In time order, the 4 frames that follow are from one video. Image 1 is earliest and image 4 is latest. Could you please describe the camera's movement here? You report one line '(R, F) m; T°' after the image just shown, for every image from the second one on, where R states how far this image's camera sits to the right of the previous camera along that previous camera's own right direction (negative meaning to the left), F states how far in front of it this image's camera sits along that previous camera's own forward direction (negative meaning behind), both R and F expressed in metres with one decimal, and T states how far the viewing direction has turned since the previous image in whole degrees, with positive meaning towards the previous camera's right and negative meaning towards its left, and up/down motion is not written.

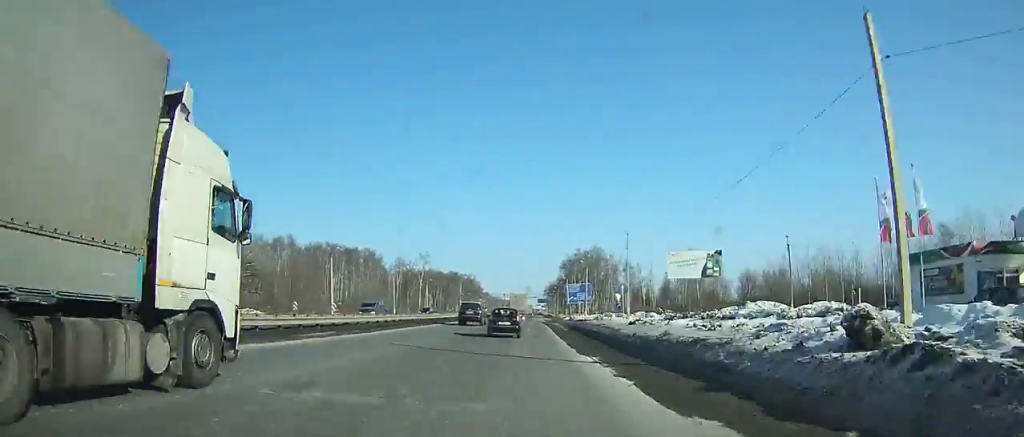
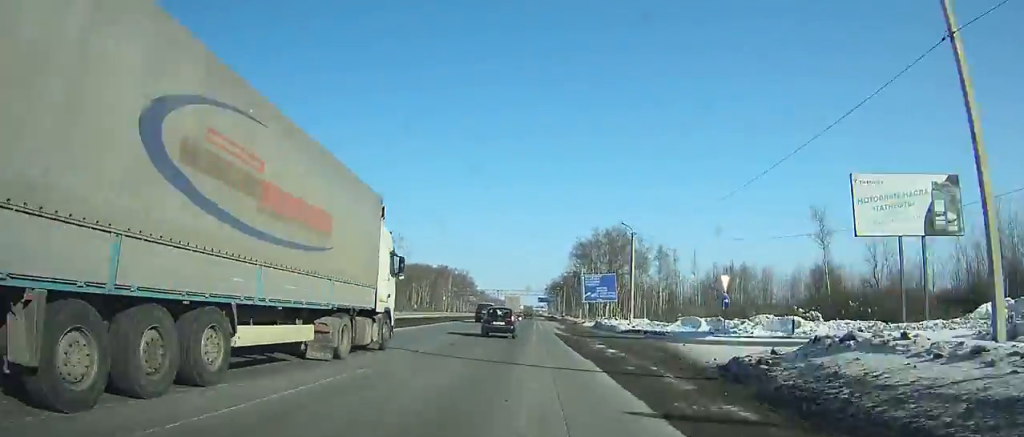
(+0.1, +37.9) m; 0°
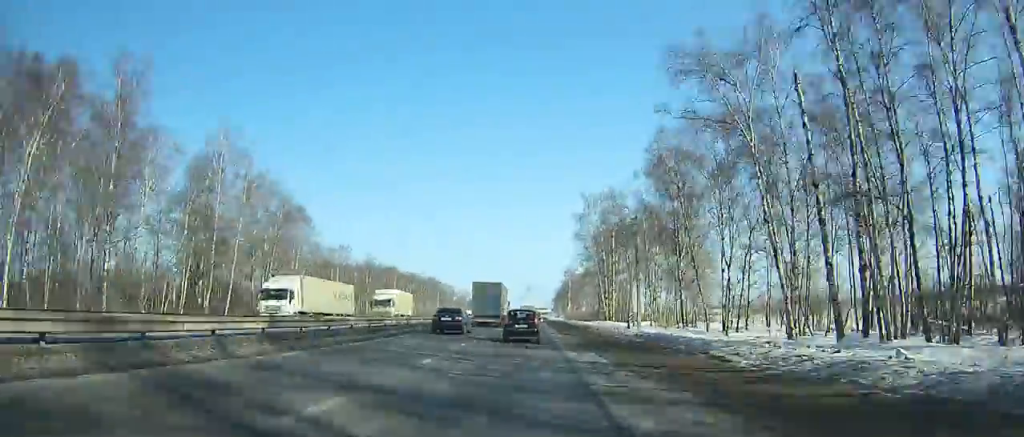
(-0.5, +254.5) m; 0°
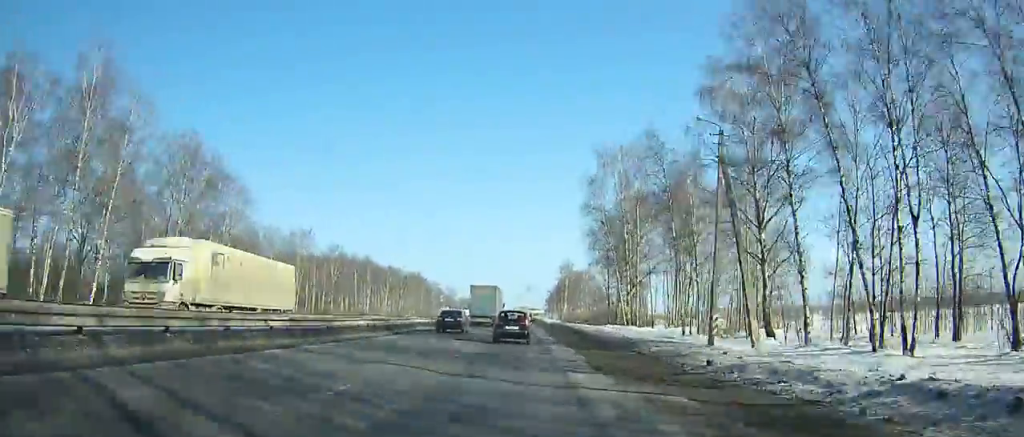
(0.0, +23.6) m; 0°
